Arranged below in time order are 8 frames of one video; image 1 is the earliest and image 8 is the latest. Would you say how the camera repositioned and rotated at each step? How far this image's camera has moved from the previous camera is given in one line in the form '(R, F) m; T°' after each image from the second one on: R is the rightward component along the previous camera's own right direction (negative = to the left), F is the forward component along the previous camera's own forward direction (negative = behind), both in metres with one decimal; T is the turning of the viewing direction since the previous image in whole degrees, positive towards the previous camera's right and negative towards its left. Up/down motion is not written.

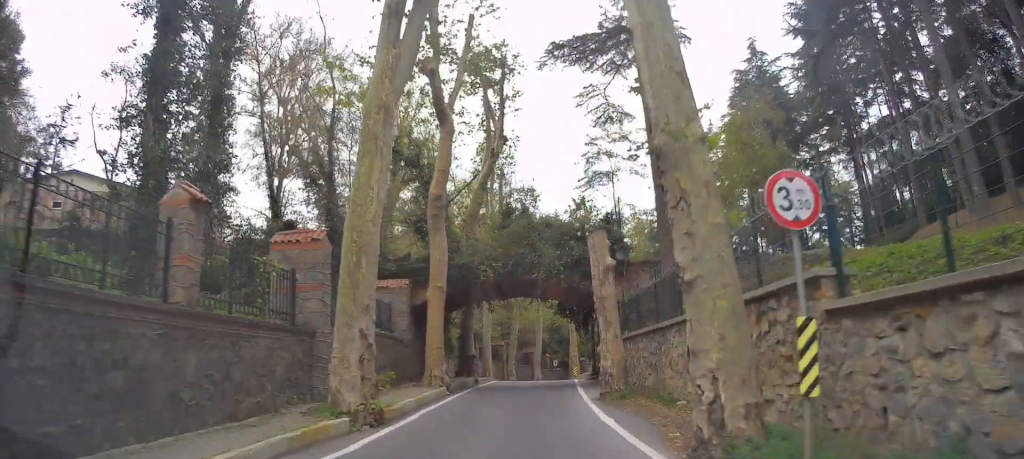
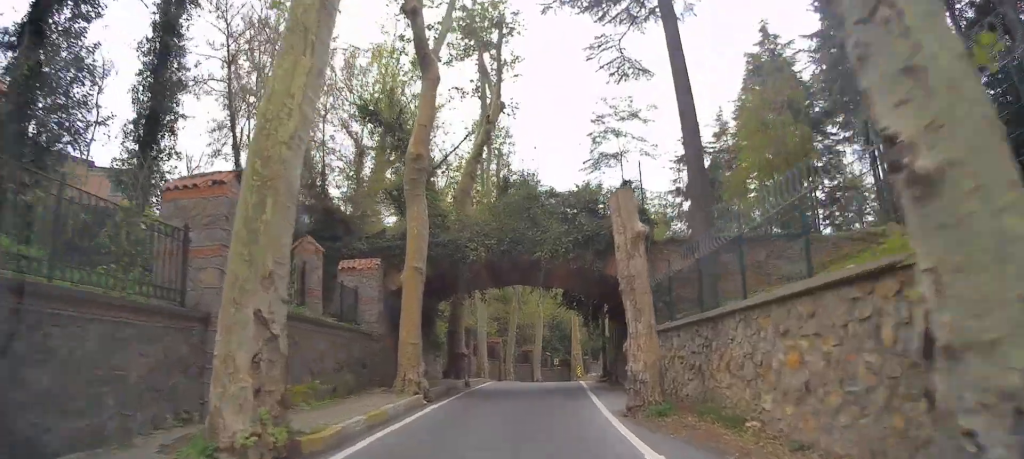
(0.0, +4.1) m; +1°
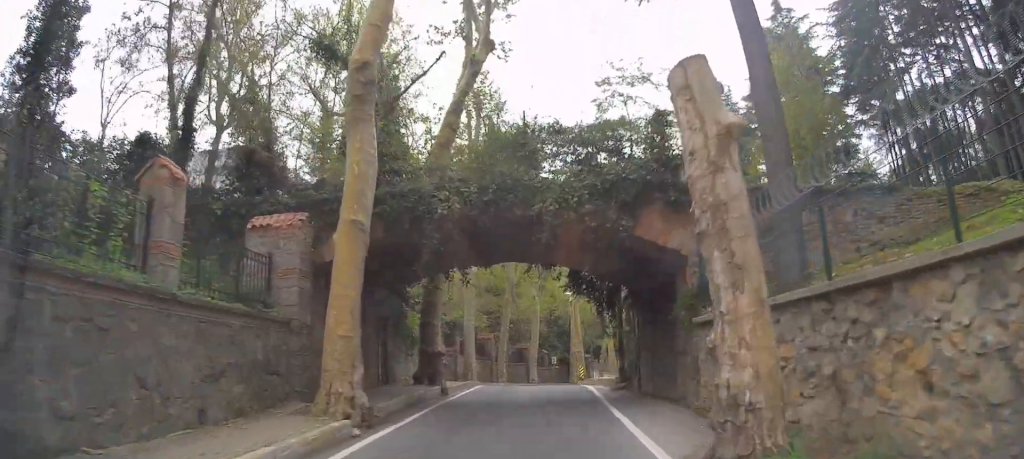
(-0.1, +5.4) m; +1°
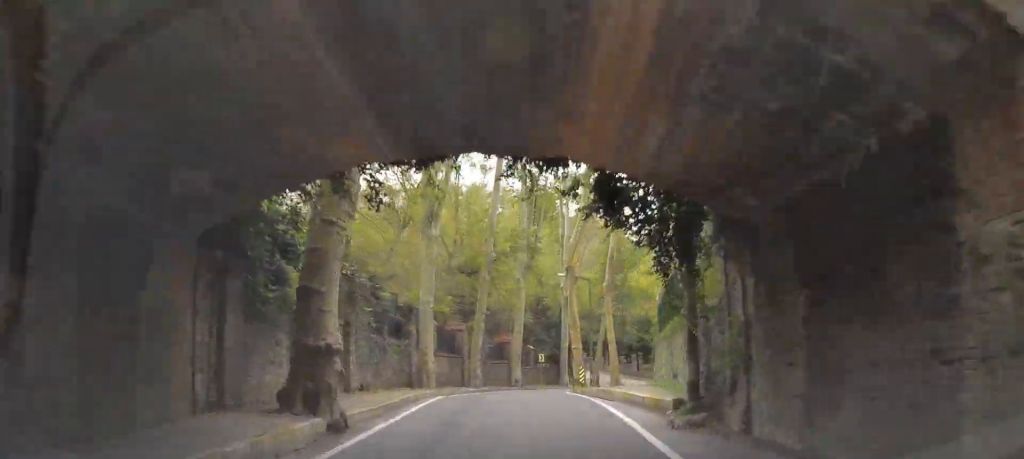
(+0.2, +8.9) m; +1°
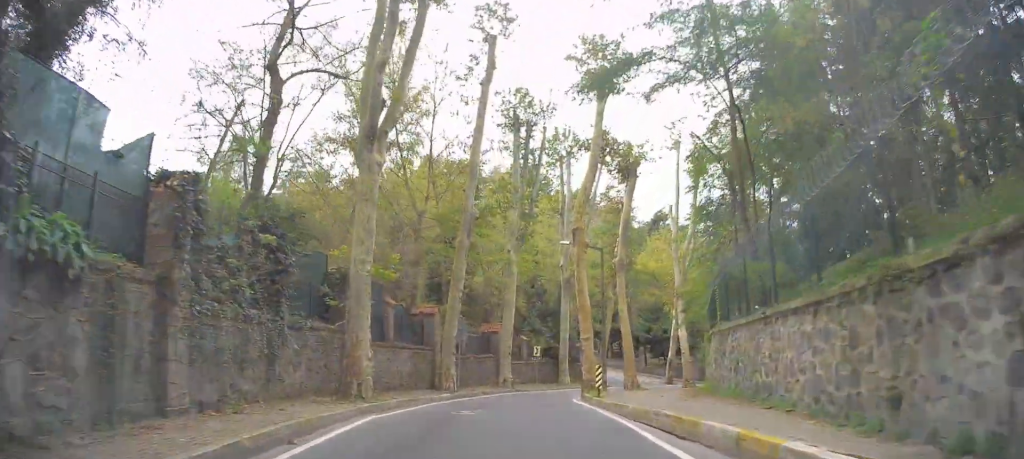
(-0.1, +8.0) m; 0°
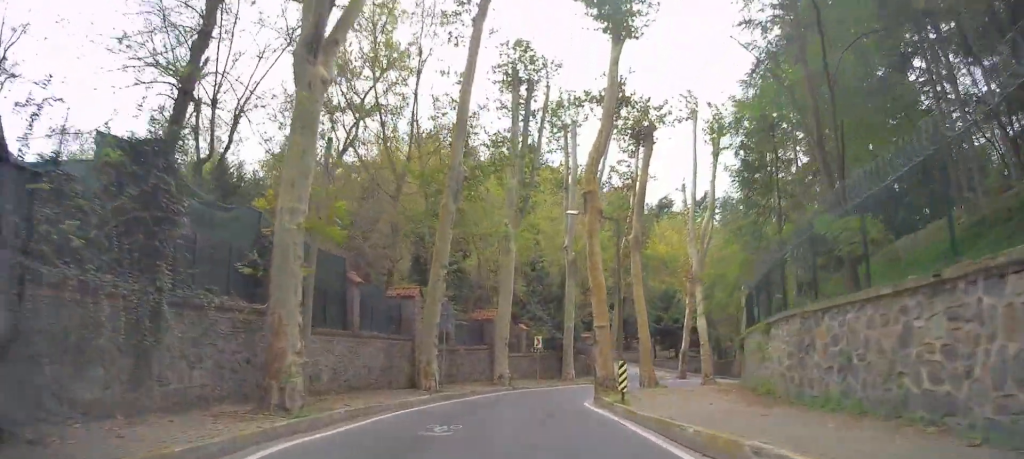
(0.0, +4.5) m; +1°
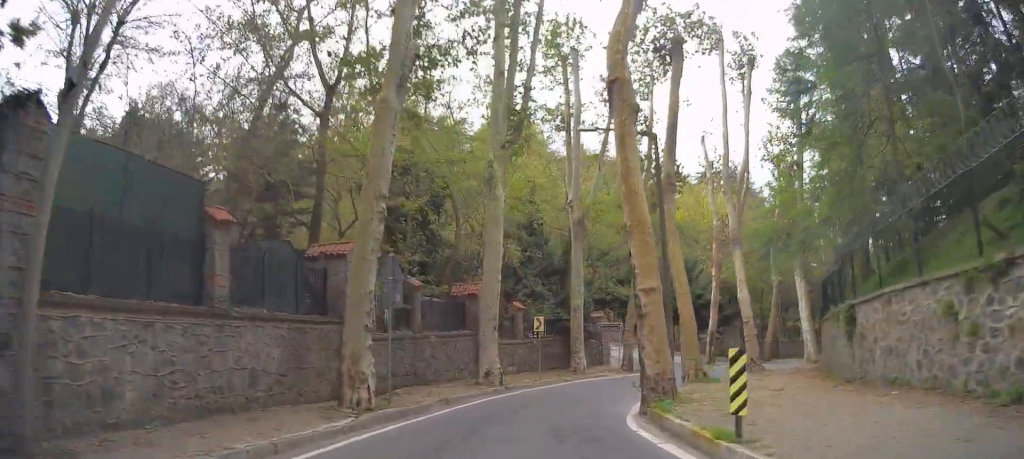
(+0.2, +7.5) m; +2°
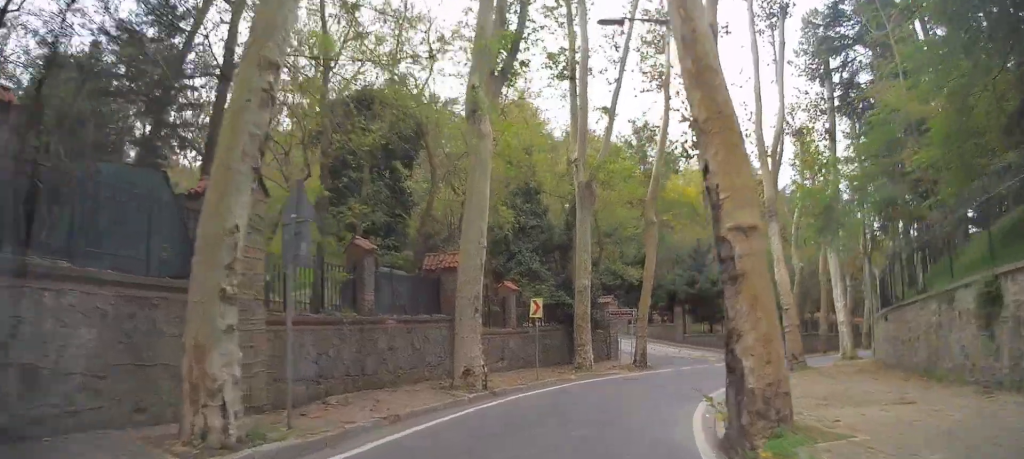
(-0.1, +5.2) m; +4°
